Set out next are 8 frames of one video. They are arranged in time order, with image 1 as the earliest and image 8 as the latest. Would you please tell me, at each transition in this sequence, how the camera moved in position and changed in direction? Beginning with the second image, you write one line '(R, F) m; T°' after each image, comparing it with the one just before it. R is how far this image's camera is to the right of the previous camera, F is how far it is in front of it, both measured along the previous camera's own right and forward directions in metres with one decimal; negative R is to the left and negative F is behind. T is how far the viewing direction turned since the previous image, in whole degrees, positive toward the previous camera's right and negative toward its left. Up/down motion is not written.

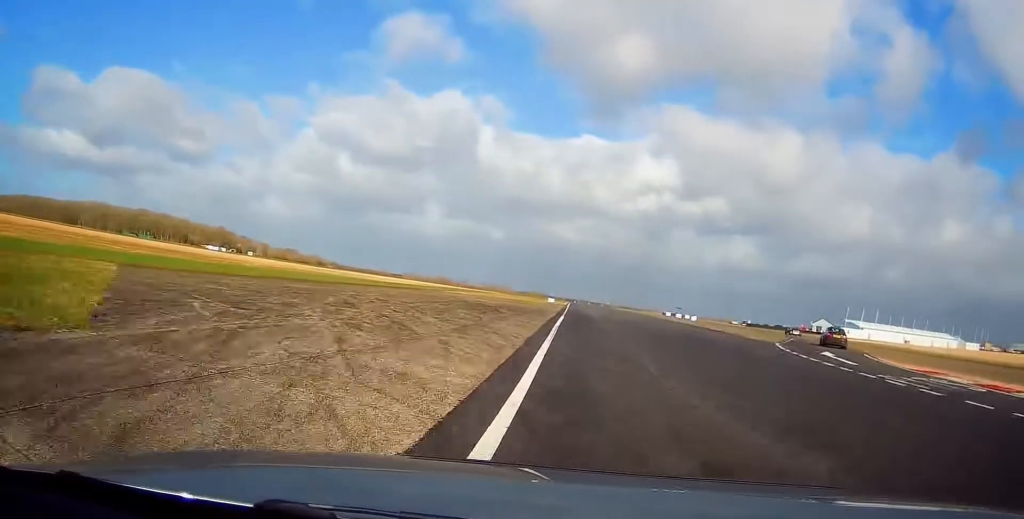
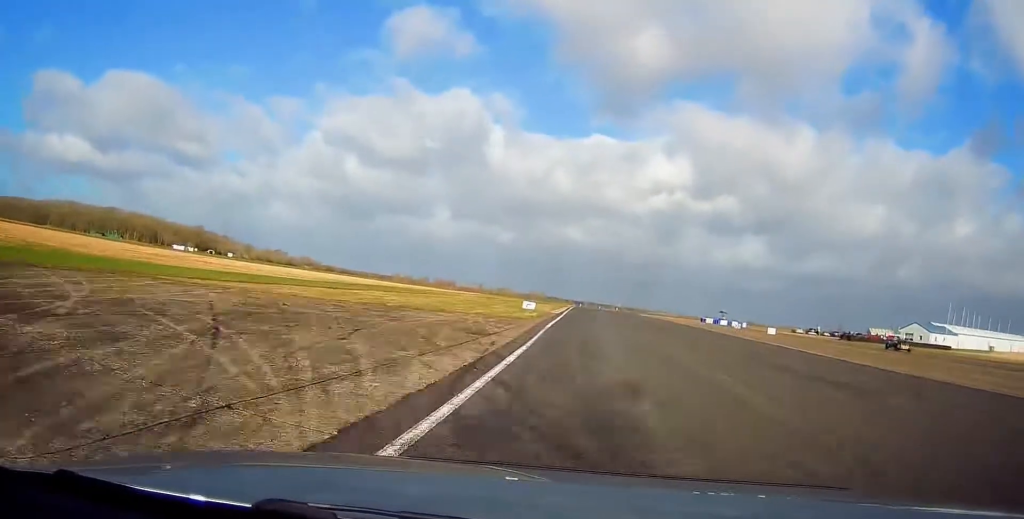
(+2.4, +50.9) m; +2°
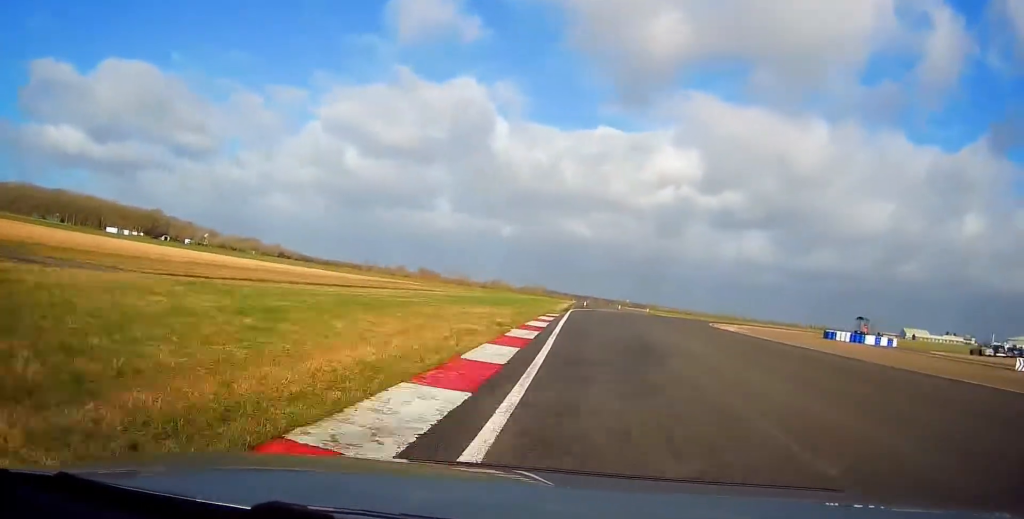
(+0.1, +66.5) m; +3°
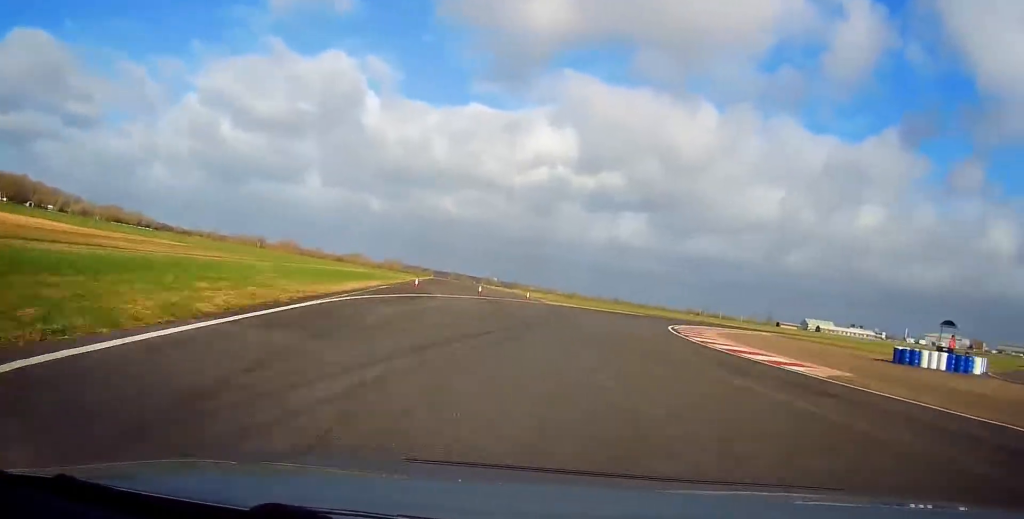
(+1.1, +35.3) m; +9°
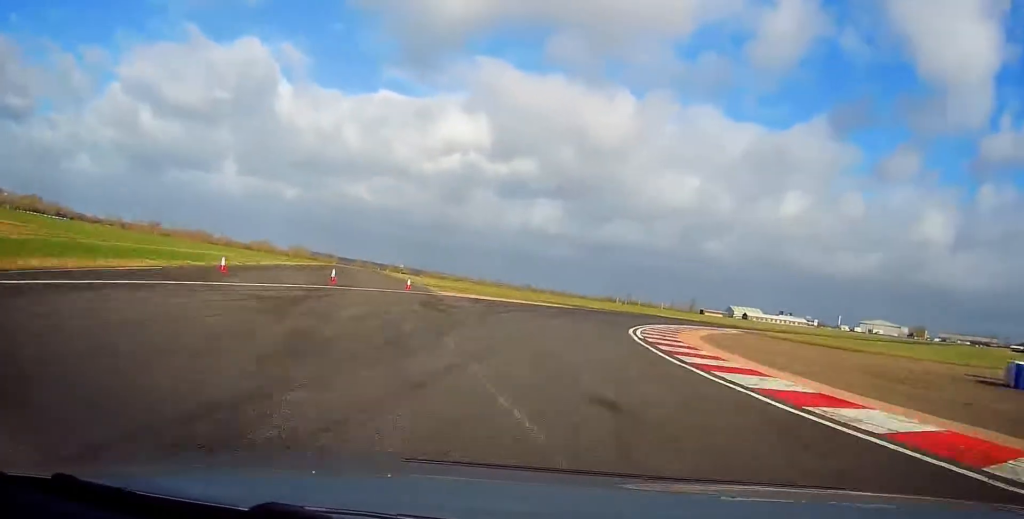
(+1.3, +16.6) m; +6°
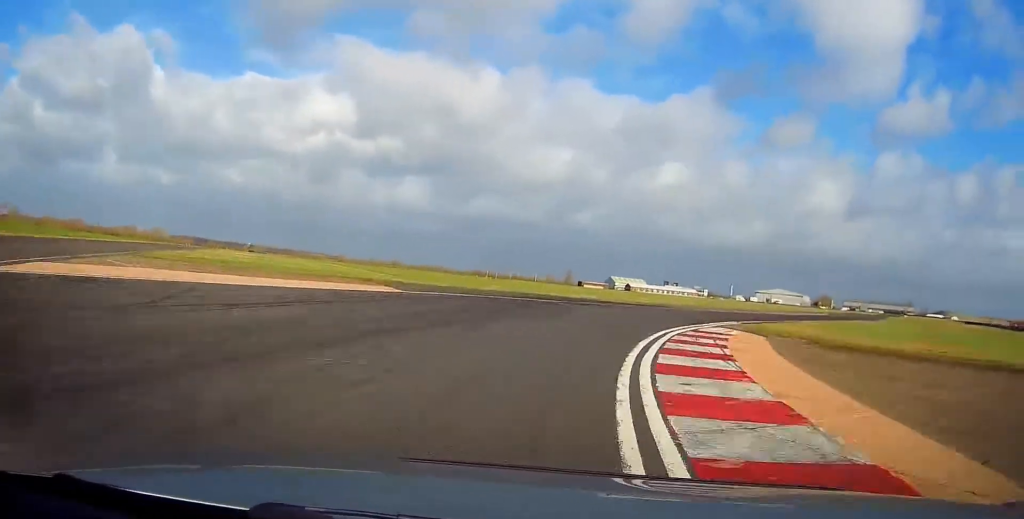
(+2.7, +28.7) m; +11°
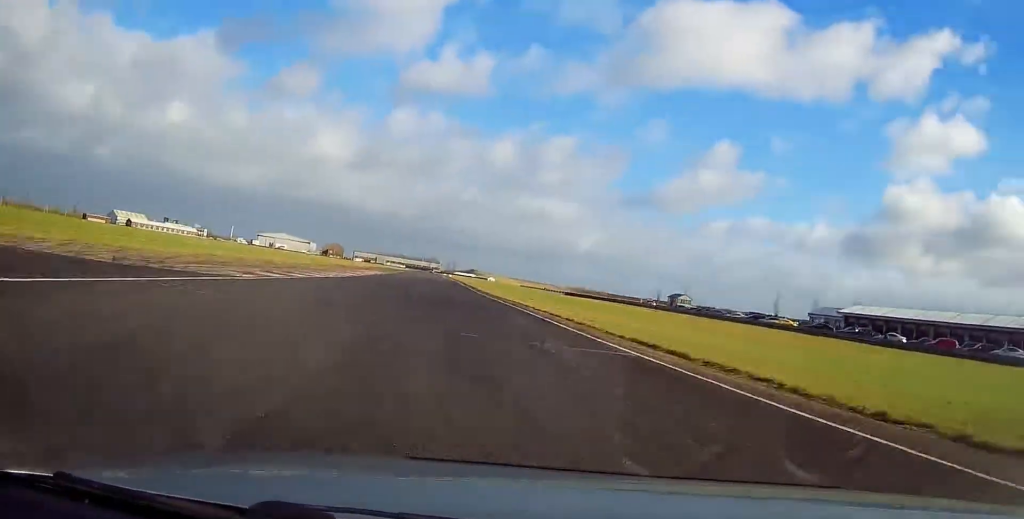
(+4.8, +36.3) m; +13°
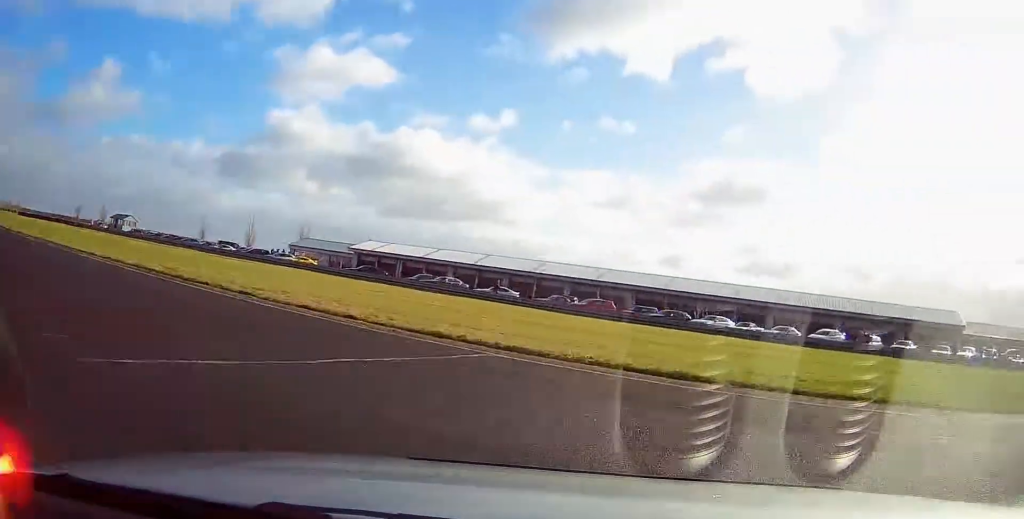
(+2.1, +25.3) m; +7°
